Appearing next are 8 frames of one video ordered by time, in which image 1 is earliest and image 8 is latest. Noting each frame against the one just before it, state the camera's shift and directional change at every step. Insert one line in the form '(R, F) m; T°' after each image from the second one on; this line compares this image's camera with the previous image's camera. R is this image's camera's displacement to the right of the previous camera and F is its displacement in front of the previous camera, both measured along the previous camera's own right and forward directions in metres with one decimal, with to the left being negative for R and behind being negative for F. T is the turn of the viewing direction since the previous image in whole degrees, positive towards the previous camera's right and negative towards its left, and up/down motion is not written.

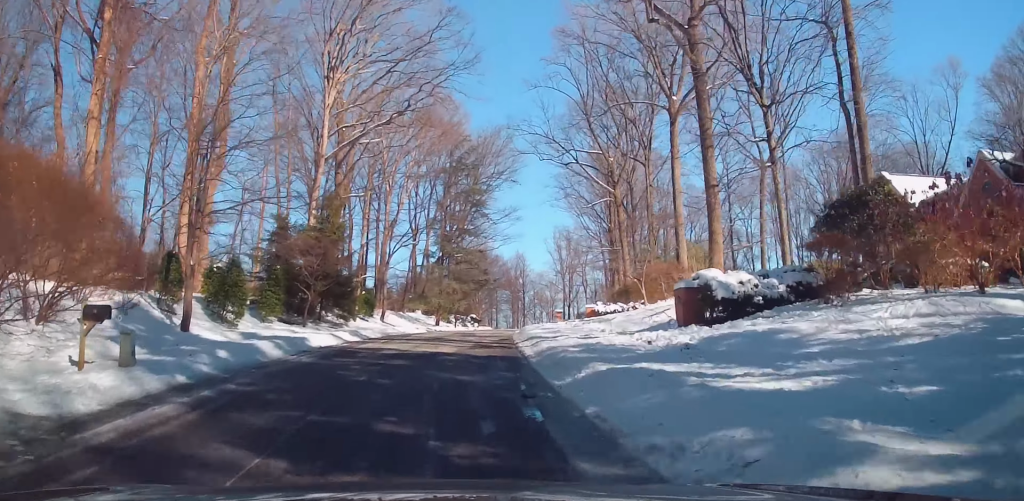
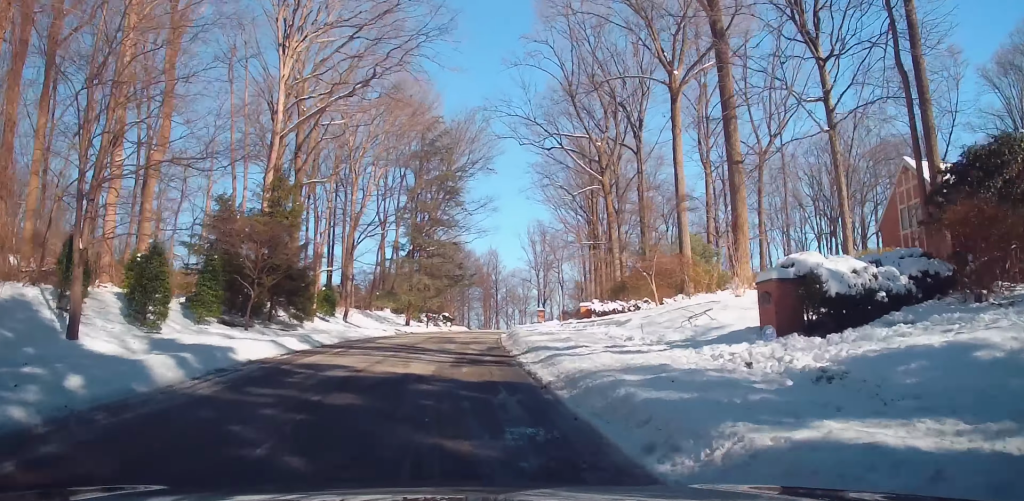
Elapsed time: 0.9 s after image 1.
(+0.5, +5.9) m; +1°
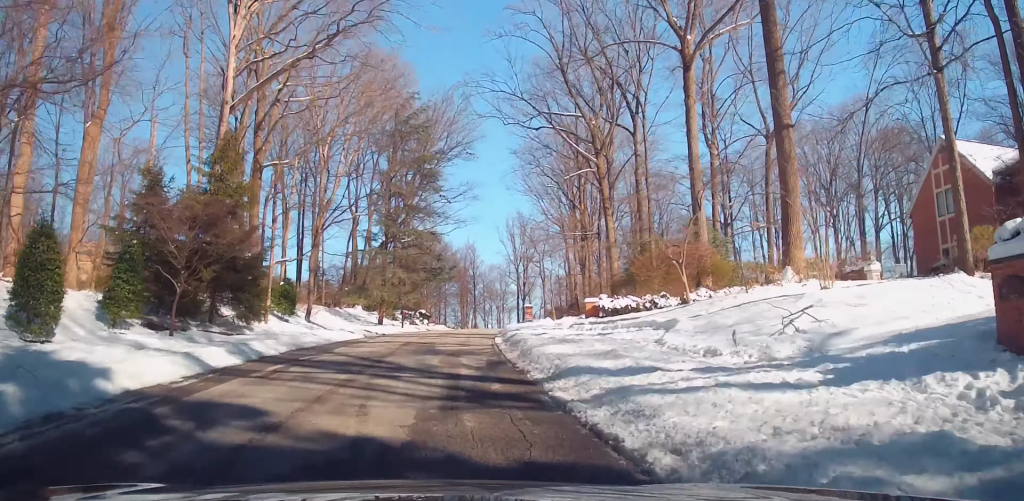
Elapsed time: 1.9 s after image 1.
(0.0, +6.2) m; +1°
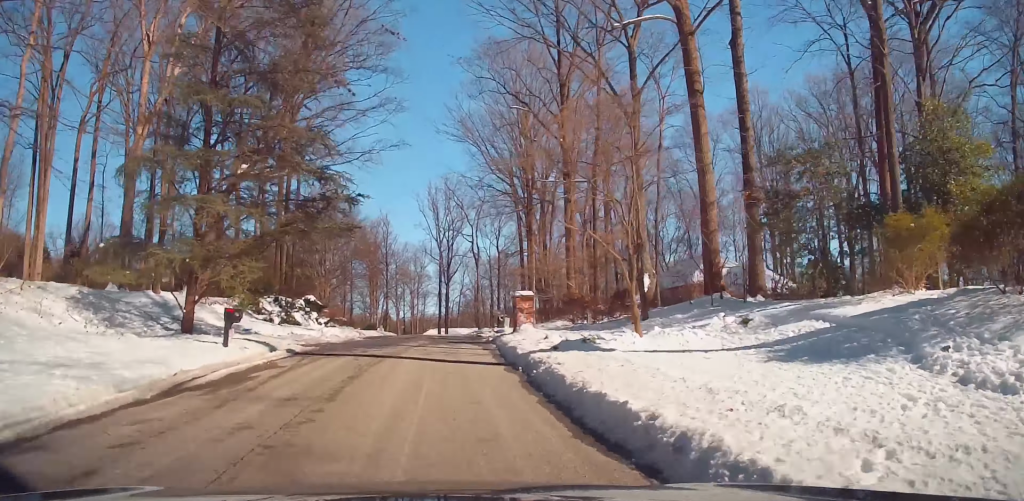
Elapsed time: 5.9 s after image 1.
(+1.6, +31.7) m; +9°
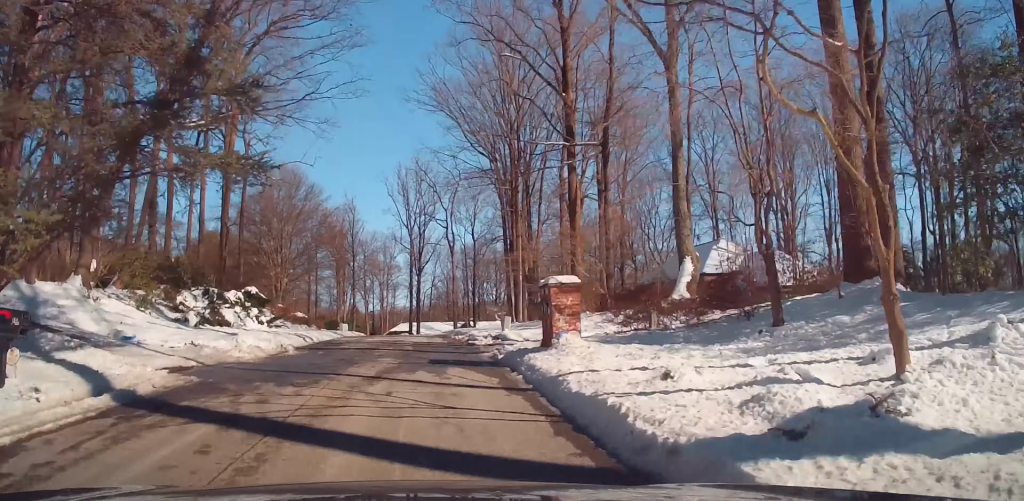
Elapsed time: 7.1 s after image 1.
(+0.7, +12.3) m; +1°
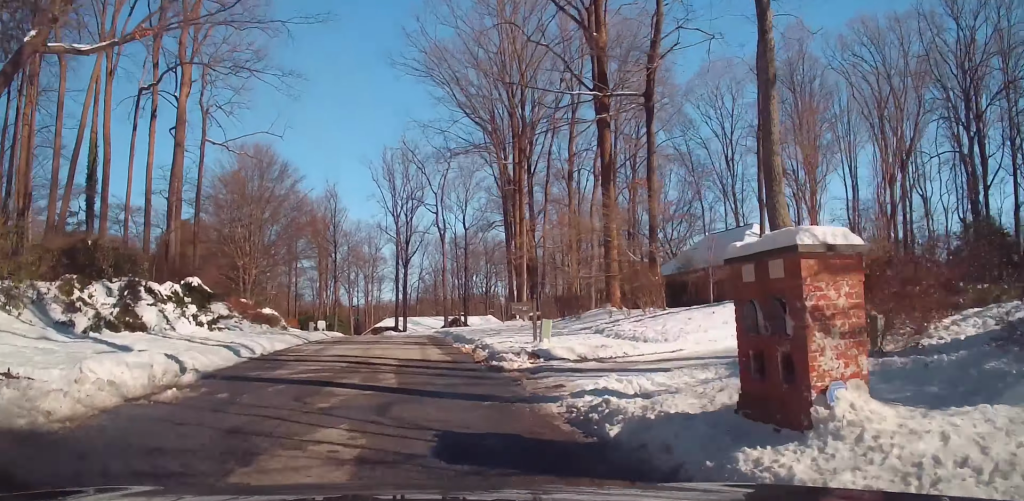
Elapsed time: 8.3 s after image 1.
(-0.2, +12.3) m; 0°
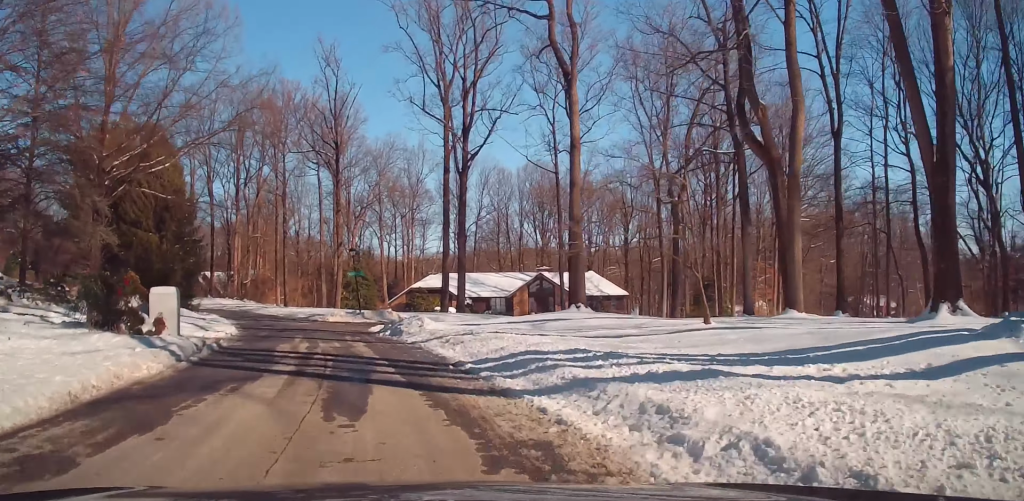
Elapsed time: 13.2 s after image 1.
(+5.1, +51.8) m; +1°
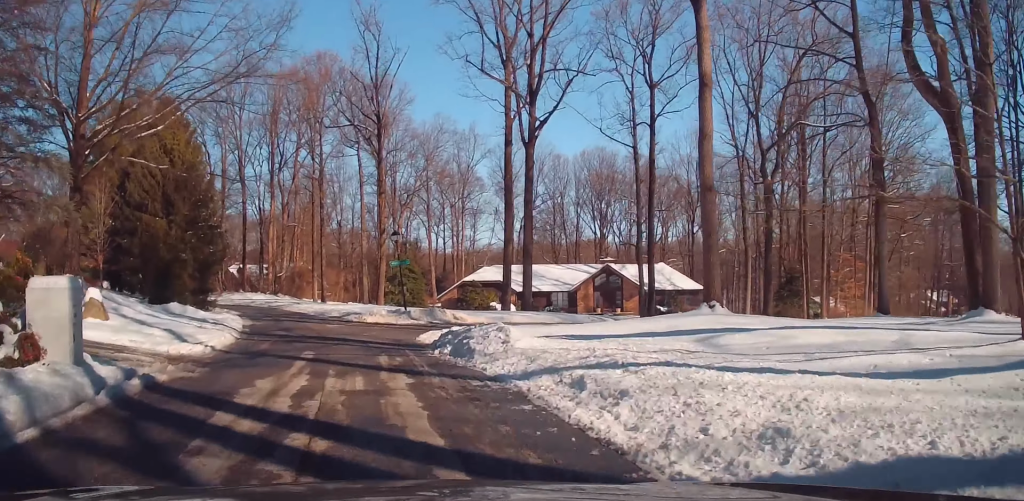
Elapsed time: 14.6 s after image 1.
(-2.9, +3.7) m; -19°
